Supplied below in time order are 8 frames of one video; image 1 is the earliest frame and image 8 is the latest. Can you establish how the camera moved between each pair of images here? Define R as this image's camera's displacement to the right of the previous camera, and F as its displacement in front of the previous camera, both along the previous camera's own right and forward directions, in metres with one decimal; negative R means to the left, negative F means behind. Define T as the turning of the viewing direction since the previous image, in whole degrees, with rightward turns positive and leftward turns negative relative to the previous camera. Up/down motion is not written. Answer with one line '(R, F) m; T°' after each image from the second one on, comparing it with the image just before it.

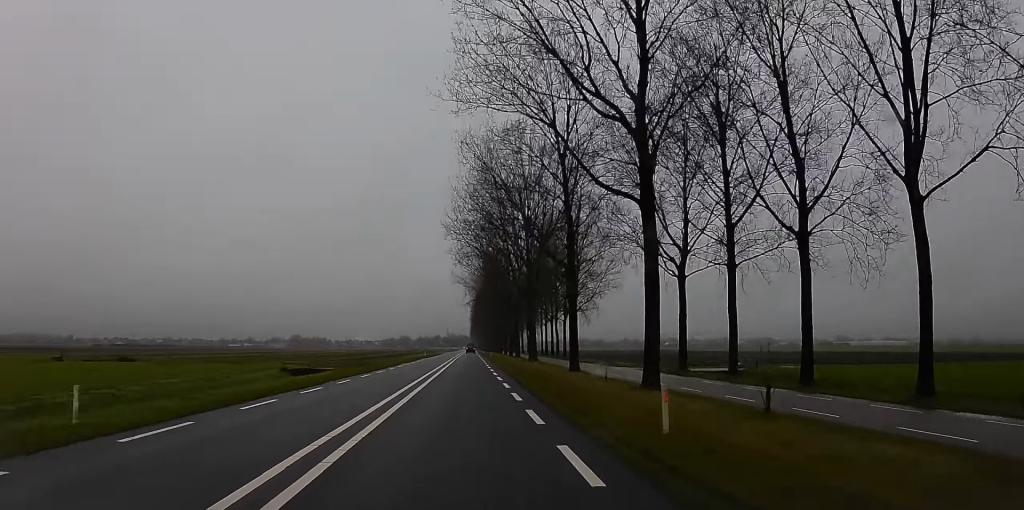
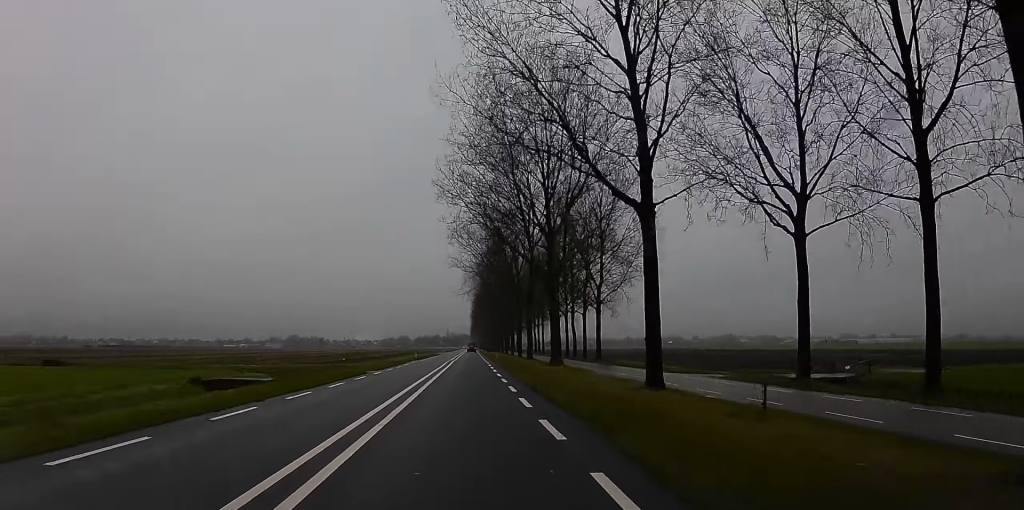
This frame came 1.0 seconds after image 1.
(-0.1, +20.5) m; -1°
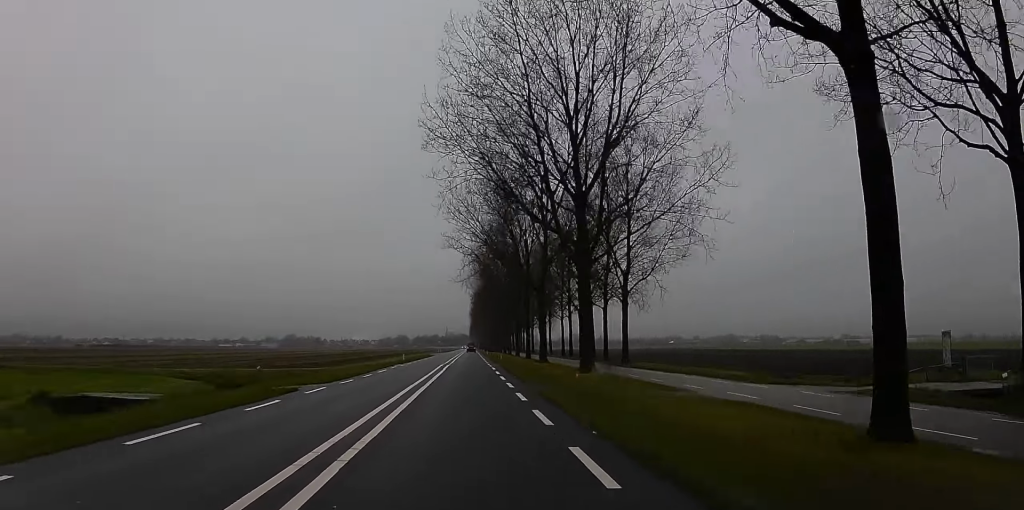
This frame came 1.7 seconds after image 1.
(-0.2, +15.6) m; 0°
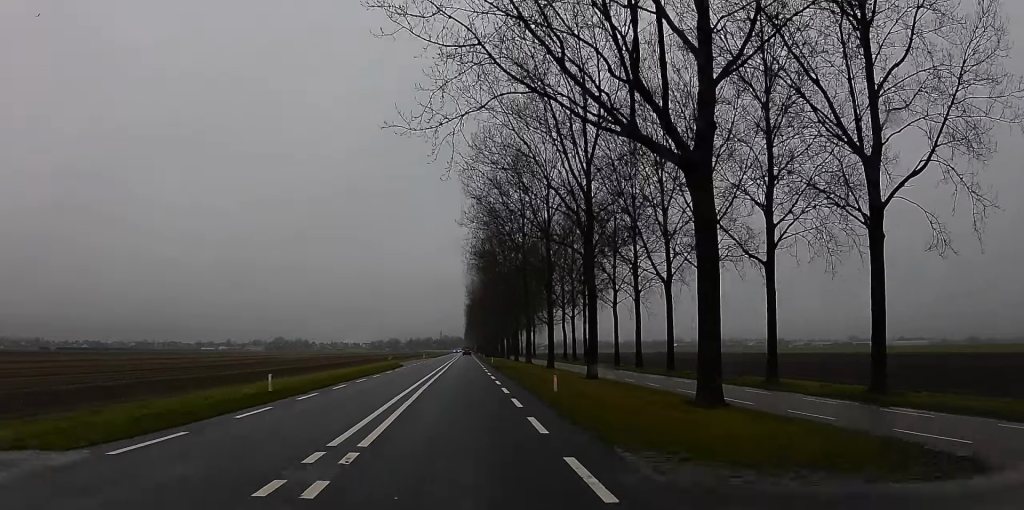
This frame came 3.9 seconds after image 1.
(+1.4, +48.1) m; +4°
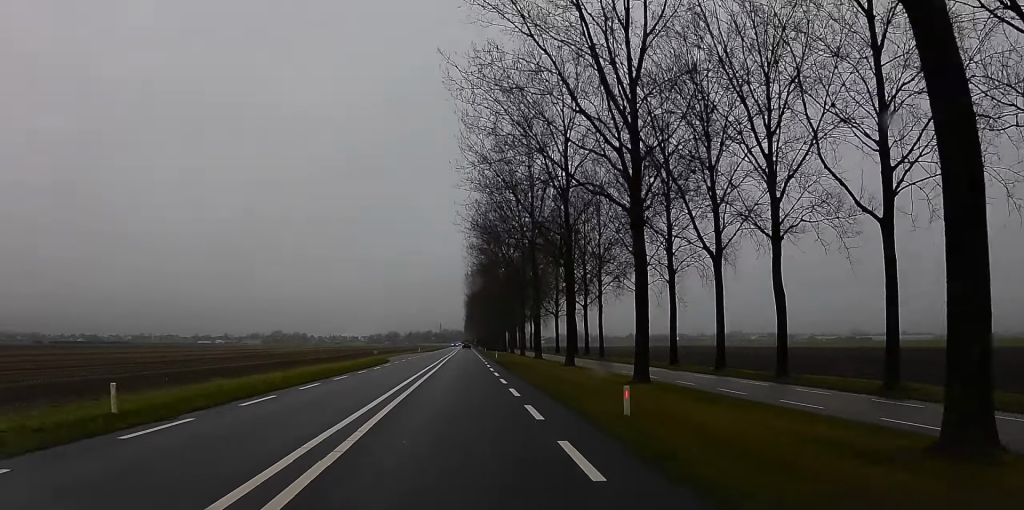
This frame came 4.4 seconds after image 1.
(0.0, +11.2) m; -1°
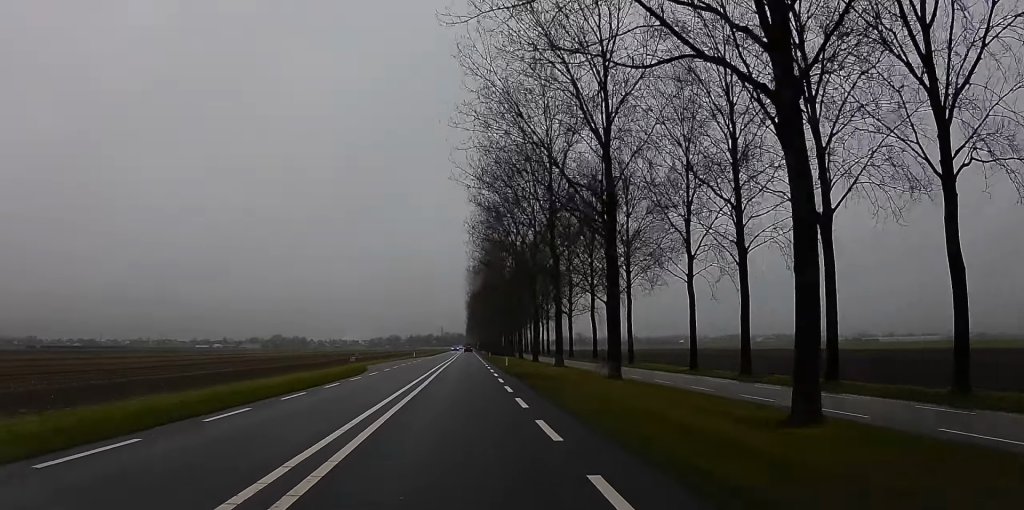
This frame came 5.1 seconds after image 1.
(+0.1, +14.7) m; -1°
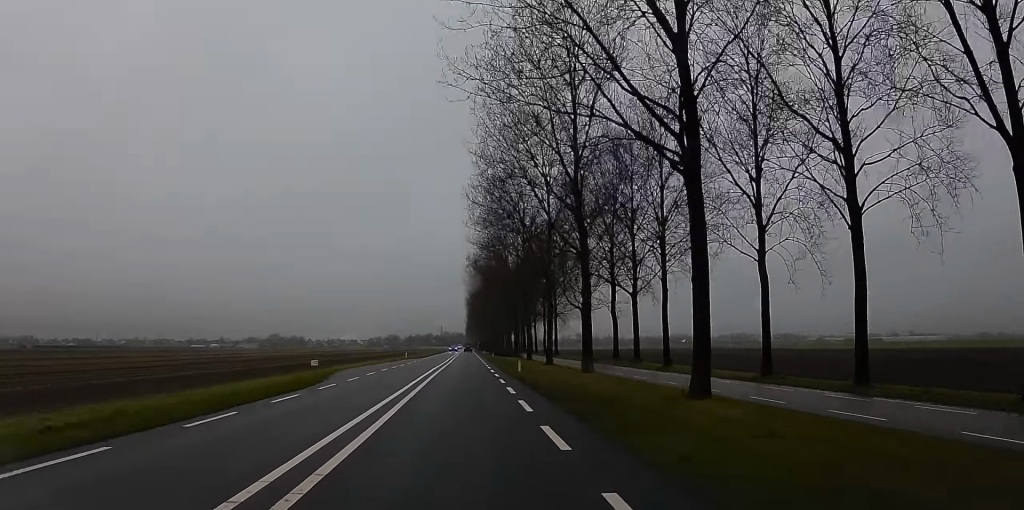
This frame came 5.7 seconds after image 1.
(-0.4, +12.9) m; -1°
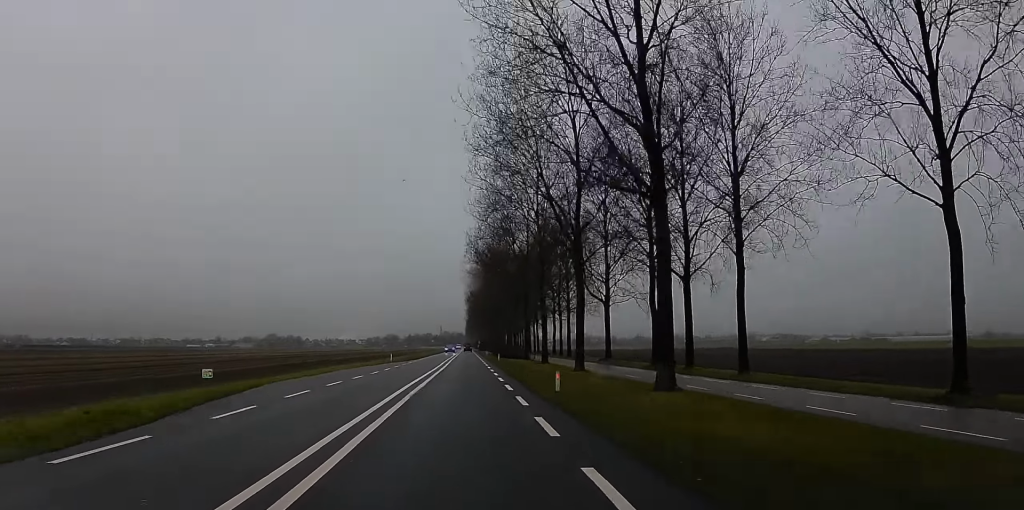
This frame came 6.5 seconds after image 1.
(-0.2, +16.3) m; 0°
